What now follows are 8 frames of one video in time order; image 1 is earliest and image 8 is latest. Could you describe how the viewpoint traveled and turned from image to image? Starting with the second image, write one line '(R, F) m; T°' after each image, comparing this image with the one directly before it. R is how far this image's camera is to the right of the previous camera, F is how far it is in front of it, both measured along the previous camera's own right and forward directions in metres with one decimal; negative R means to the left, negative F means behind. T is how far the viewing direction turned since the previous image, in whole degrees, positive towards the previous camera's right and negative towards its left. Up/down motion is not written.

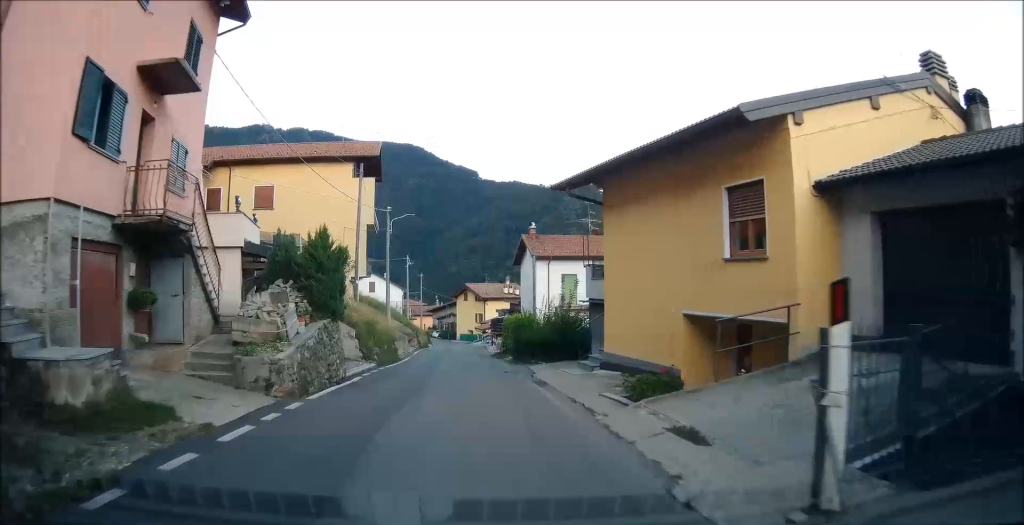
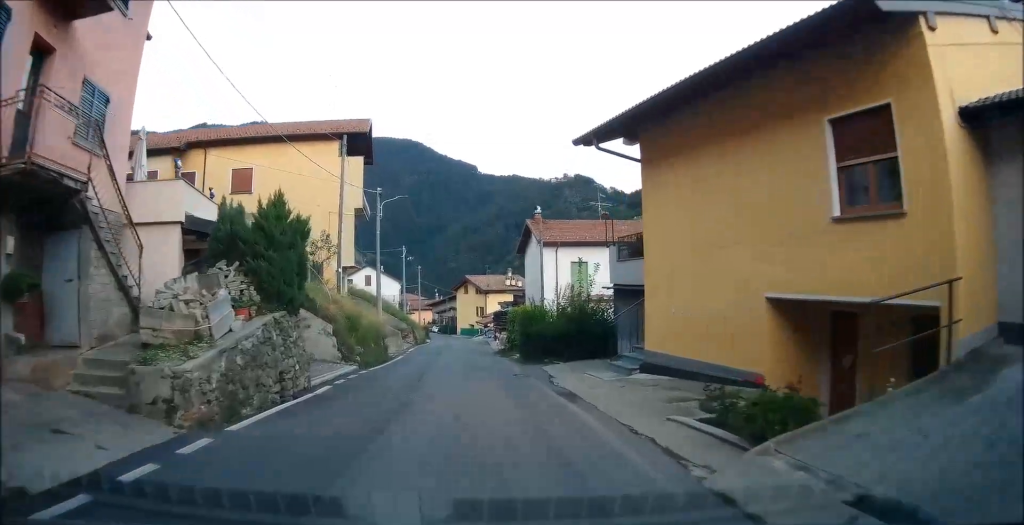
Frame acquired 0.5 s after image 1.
(-0.1, +4.0) m; 0°
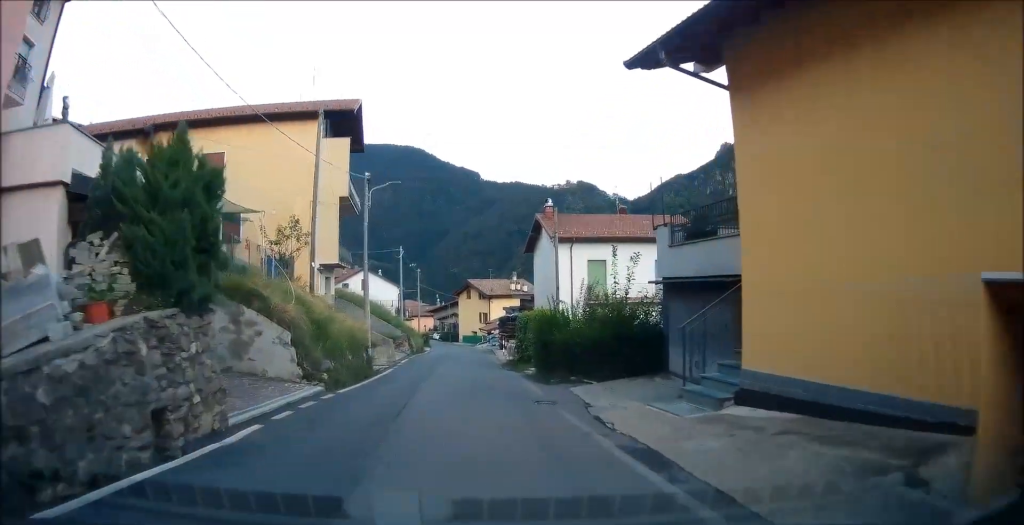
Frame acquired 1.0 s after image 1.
(-0.1, +4.8) m; 0°
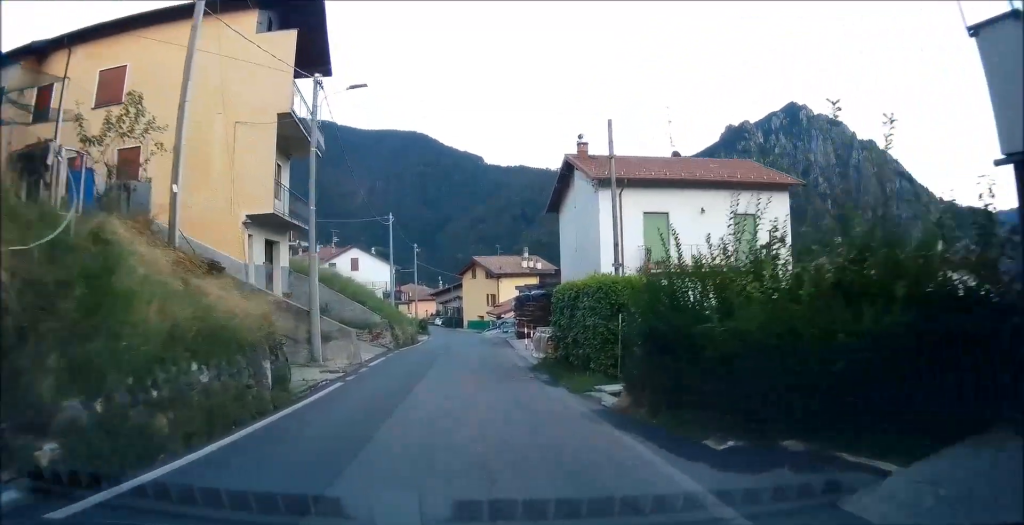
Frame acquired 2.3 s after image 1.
(-0.2, +10.9) m; -3°
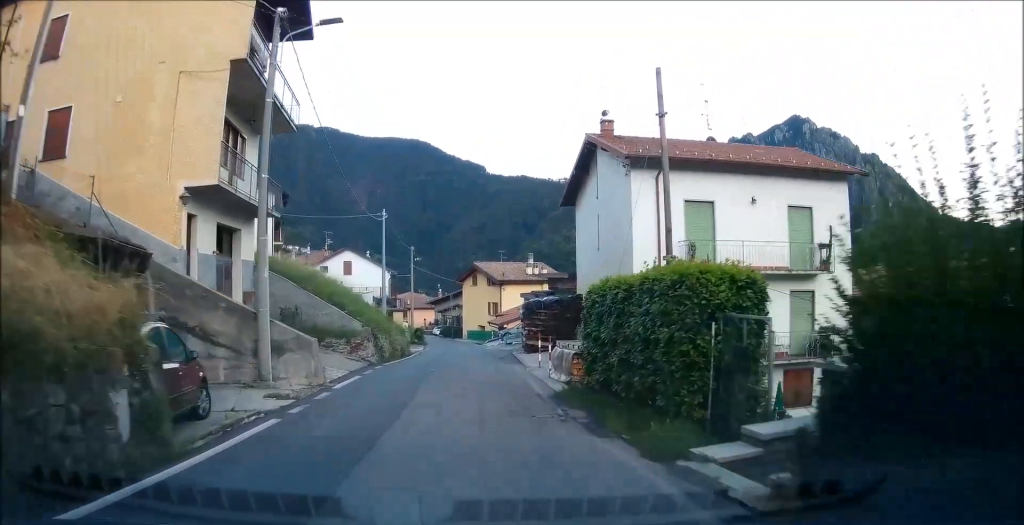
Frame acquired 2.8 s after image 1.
(-0.4, +4.5) m; +1°
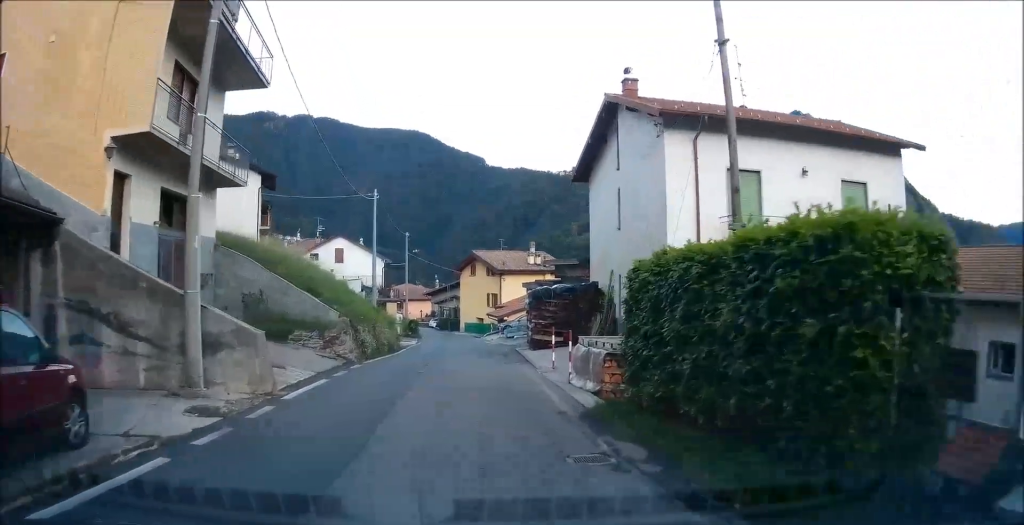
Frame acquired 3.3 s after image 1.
(+0.2, +3.7) m; +2°
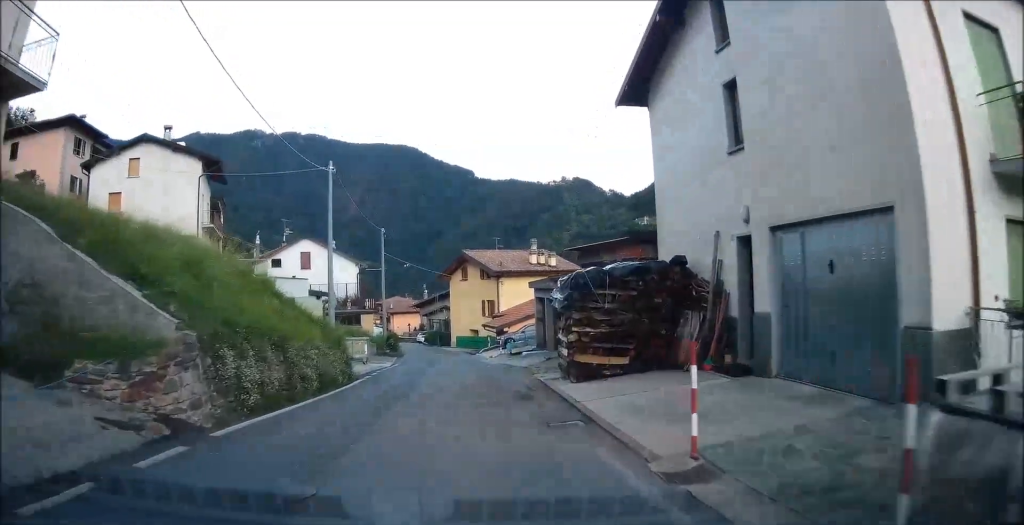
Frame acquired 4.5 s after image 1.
(+0.6, +10.7) m; +2°
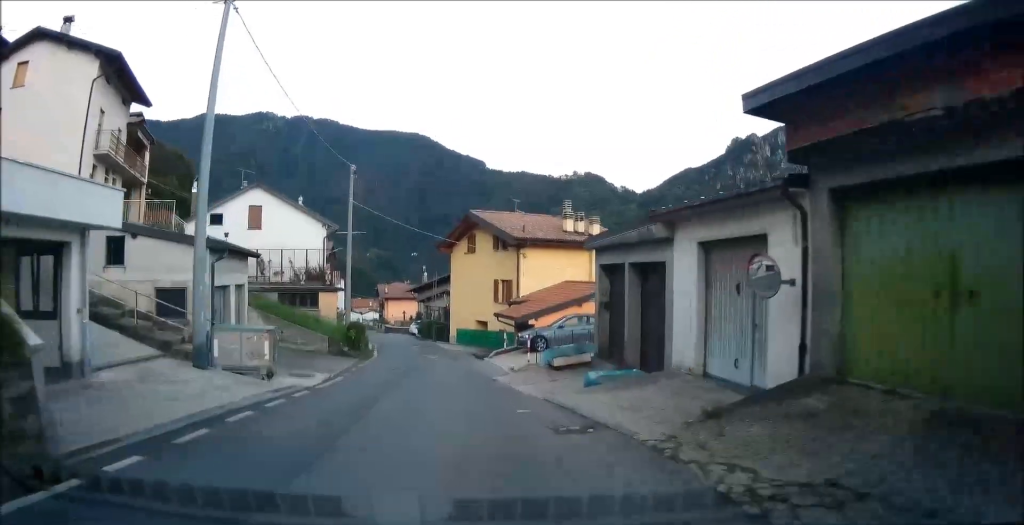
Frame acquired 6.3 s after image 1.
(-0.4, +16.2) m; -2°
